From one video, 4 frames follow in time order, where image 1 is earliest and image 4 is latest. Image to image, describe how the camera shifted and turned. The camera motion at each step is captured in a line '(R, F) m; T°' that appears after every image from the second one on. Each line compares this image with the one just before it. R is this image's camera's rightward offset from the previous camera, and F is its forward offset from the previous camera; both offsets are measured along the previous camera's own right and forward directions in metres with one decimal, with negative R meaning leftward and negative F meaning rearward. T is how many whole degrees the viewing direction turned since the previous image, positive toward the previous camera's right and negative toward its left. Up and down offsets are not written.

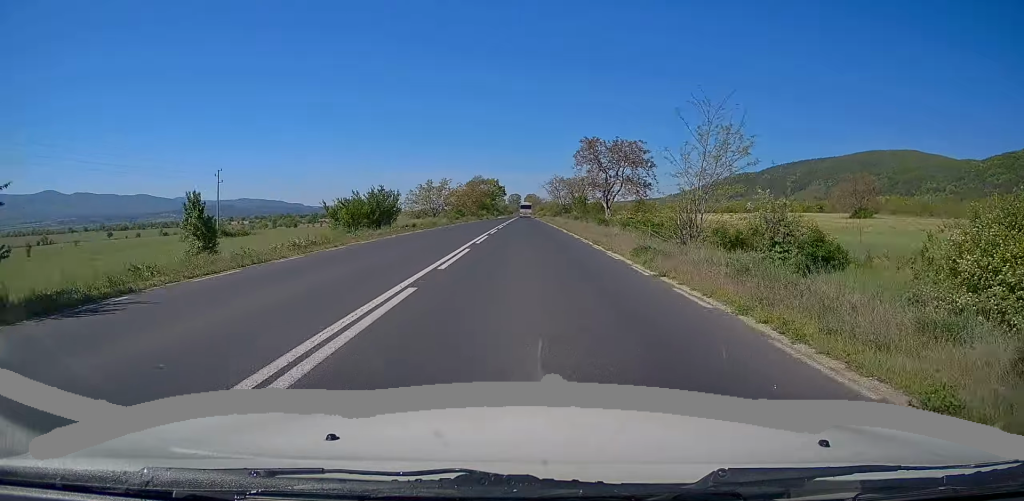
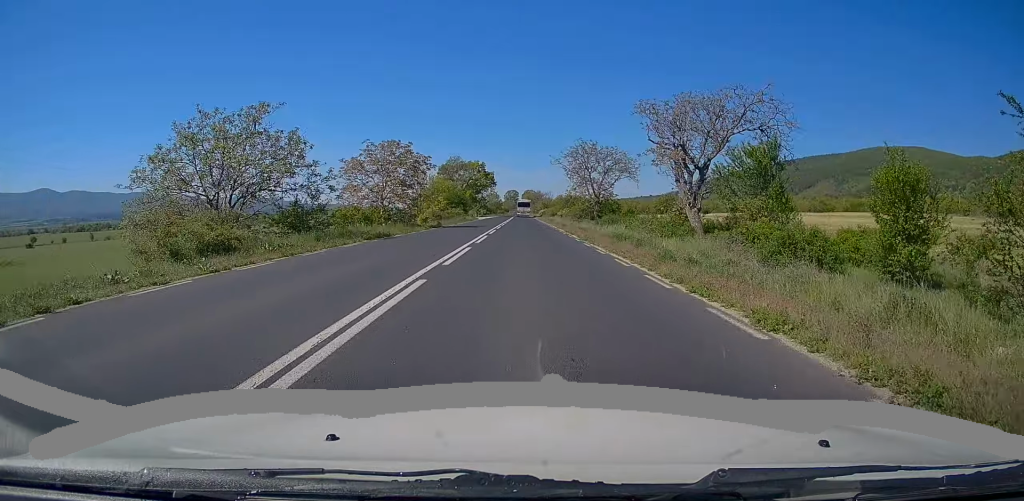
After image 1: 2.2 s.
(+0.3, +61.5) m; +2°
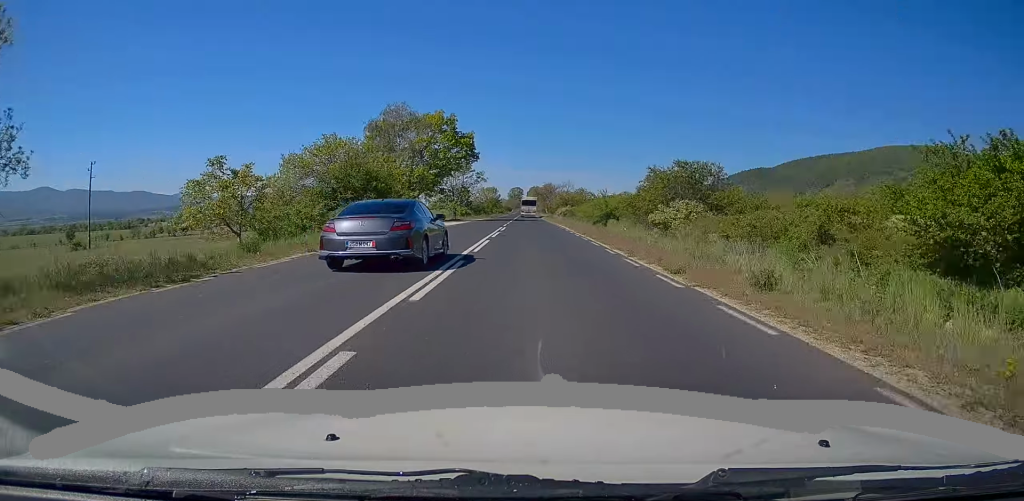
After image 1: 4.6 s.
(-0.7, +66.4) m; -2°
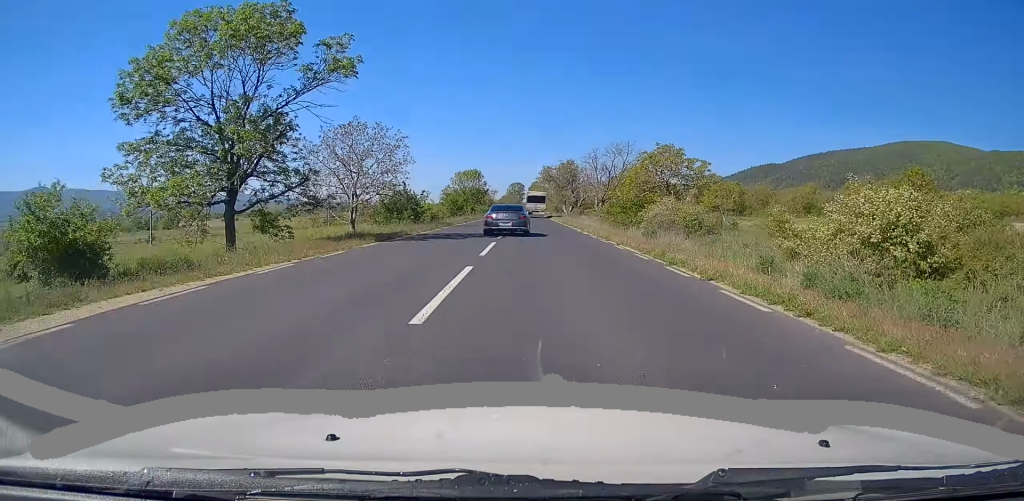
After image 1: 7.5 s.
(+0.1, +81.4) m; 0°
